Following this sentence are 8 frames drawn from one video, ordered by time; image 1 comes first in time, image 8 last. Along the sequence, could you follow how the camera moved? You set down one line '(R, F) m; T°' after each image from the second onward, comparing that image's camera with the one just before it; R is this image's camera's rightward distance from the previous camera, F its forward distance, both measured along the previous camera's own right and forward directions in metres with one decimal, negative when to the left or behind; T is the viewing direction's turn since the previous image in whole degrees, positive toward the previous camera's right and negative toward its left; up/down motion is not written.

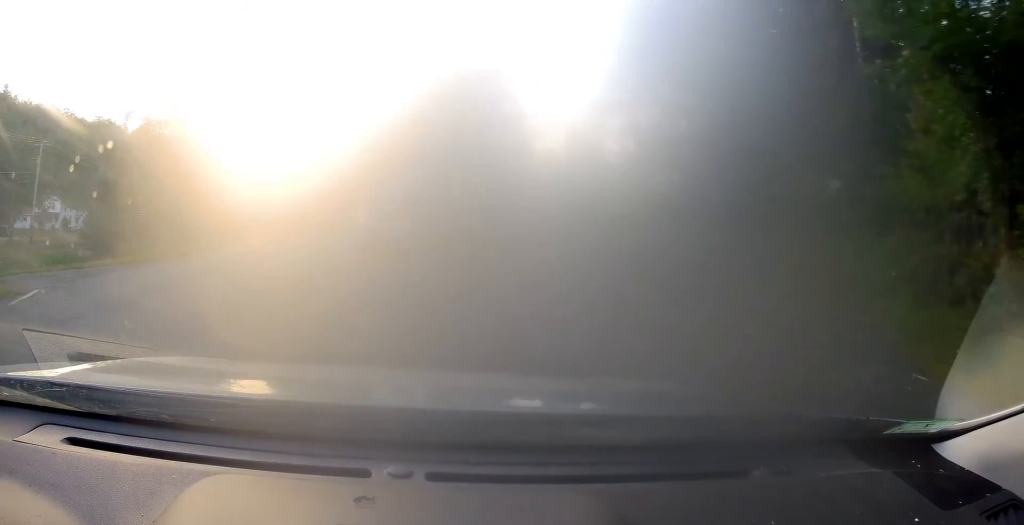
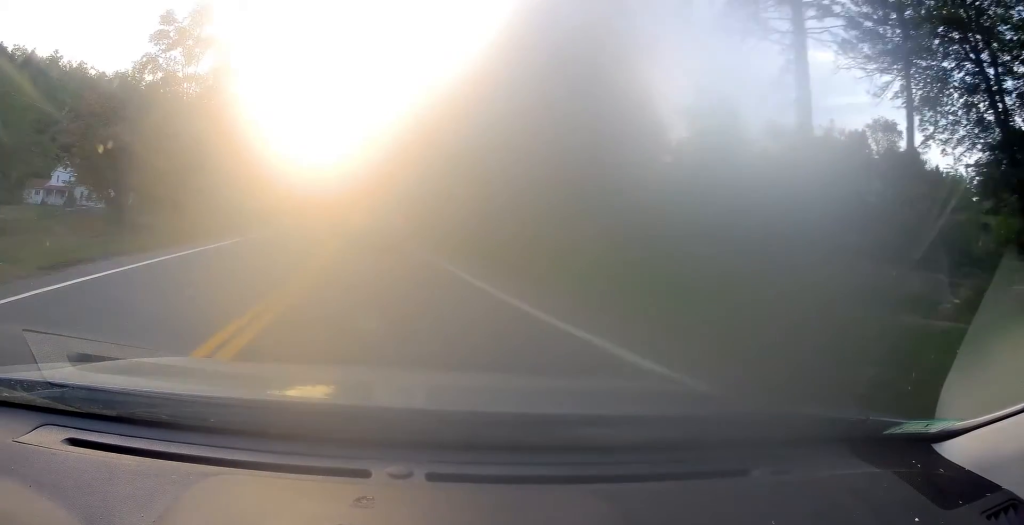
(-2.1, +24.1) m; -9°
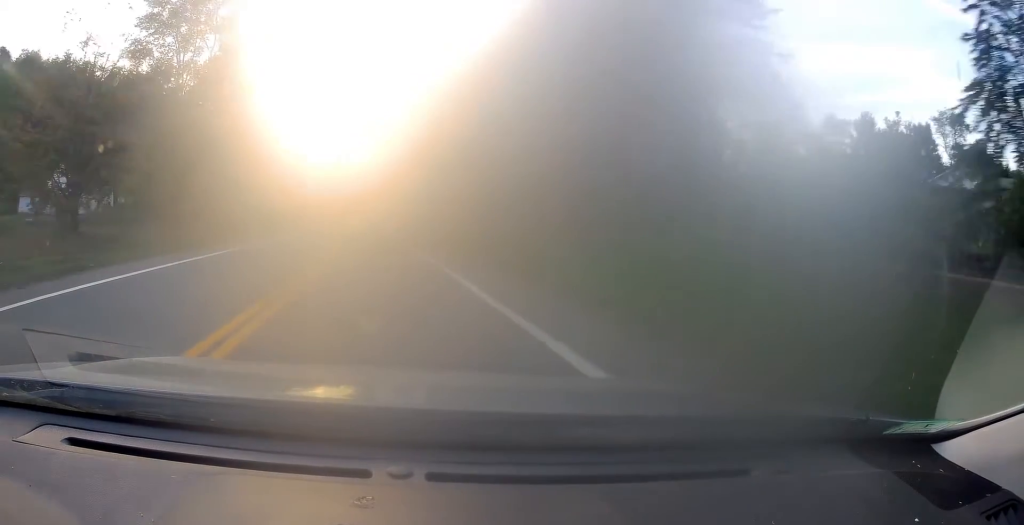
(-0.3, +9.6) m; -3°
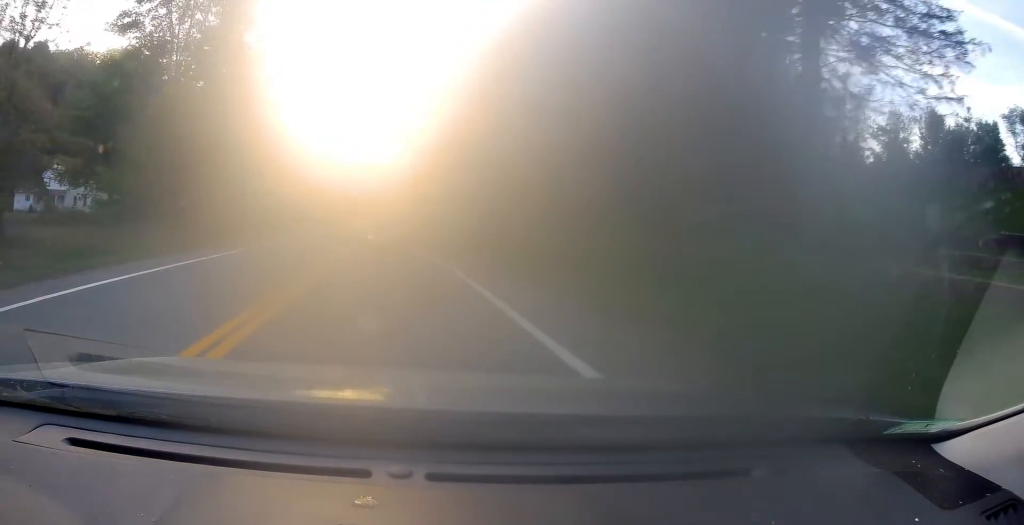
(-0.3, +9.9) m; -2°
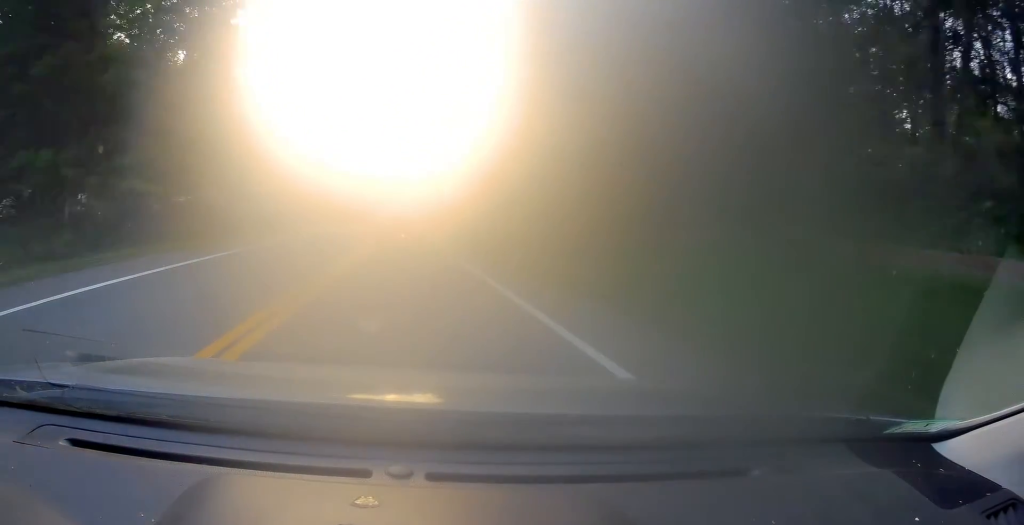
(-0.7, +25.1) m; -3°
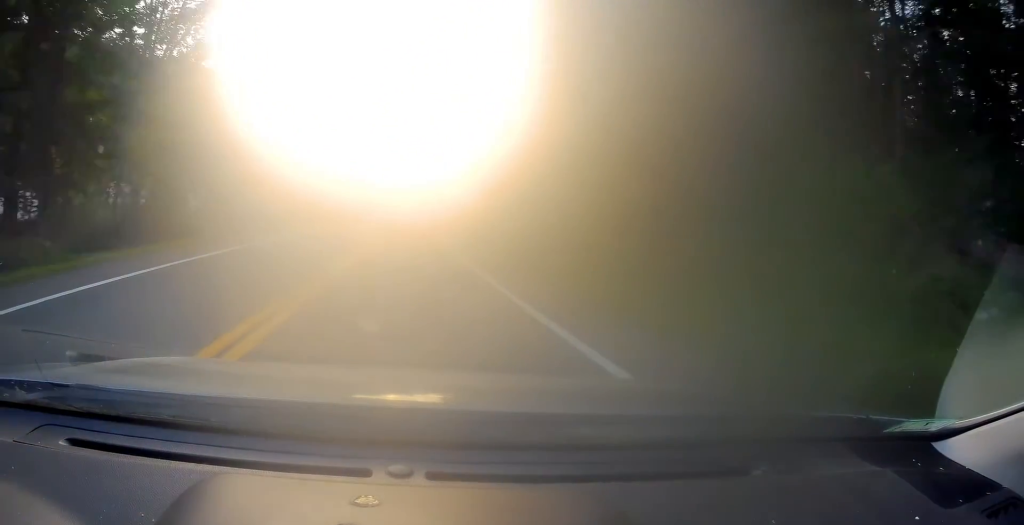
(-0.1, +11.4) m; -1°
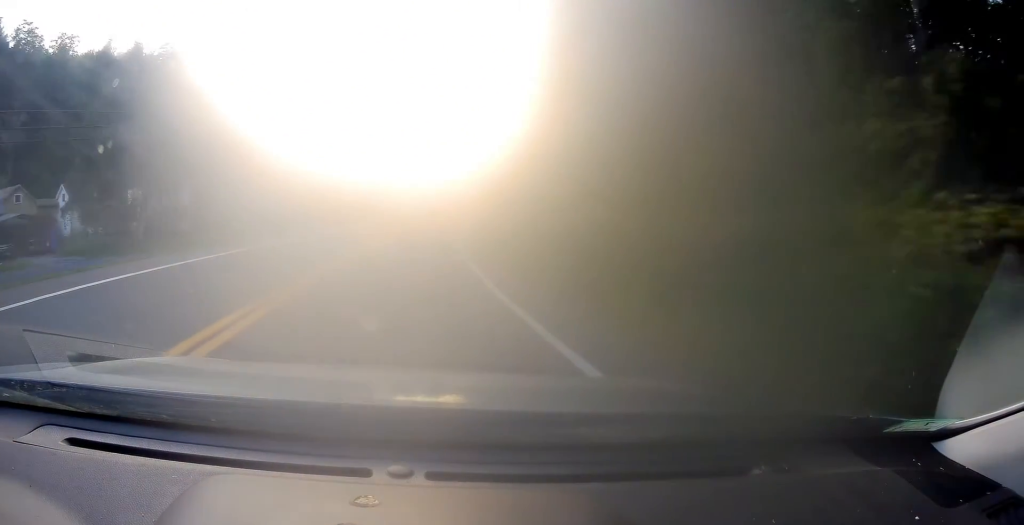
(-0.2, +28.9) m; 0°
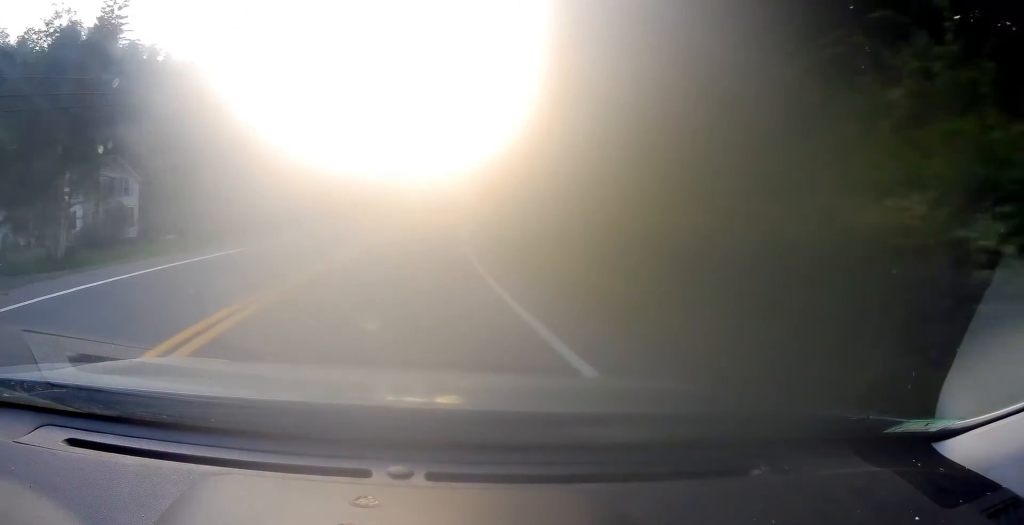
(+0.2, +9.0) m; 0°
